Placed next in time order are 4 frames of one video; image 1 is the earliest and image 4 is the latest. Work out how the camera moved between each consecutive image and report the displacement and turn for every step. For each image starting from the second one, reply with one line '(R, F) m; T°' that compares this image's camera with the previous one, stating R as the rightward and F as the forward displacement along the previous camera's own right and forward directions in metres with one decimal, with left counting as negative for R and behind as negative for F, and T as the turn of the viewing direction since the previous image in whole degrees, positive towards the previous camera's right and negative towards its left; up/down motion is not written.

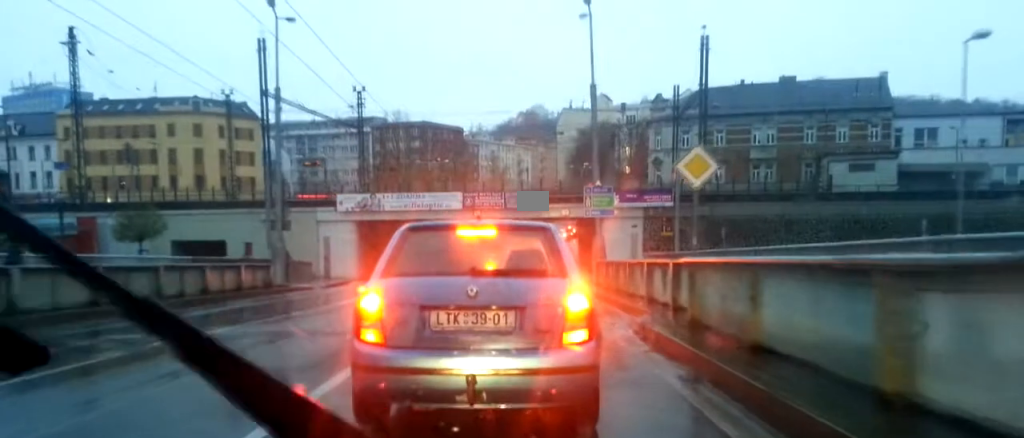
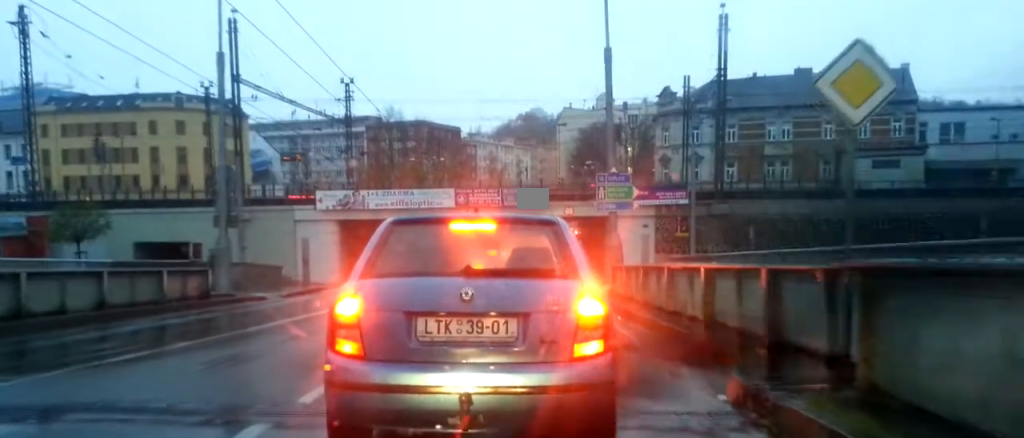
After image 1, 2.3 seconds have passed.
(+0.1, +3.8) m; +1°
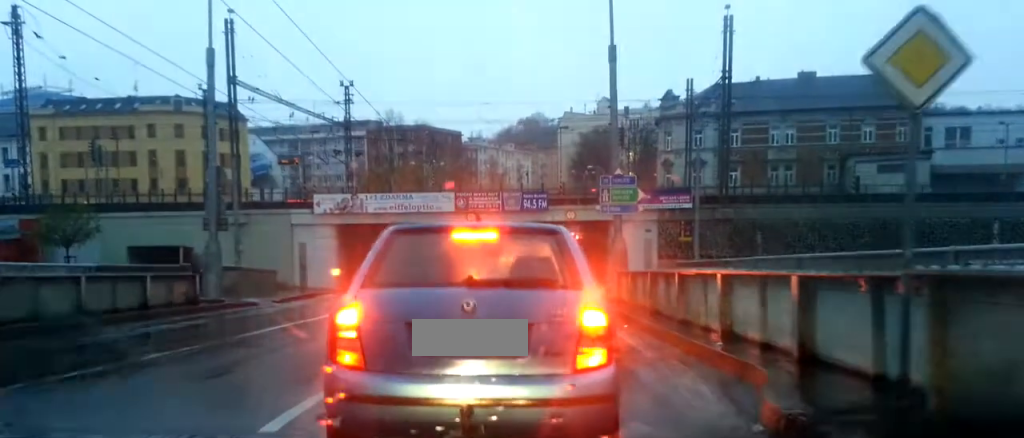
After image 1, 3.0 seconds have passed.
(+0.1, +0.4) m; 0°
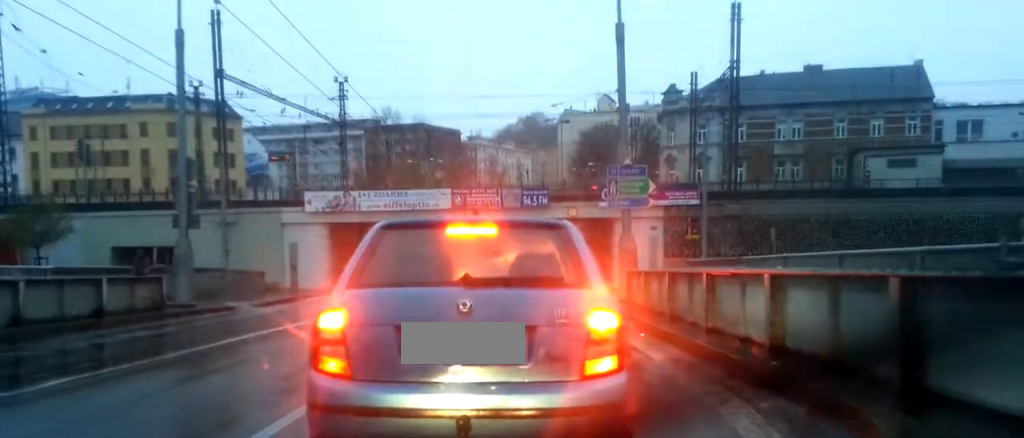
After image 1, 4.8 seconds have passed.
(+0.2, +1.4) m; 0°
